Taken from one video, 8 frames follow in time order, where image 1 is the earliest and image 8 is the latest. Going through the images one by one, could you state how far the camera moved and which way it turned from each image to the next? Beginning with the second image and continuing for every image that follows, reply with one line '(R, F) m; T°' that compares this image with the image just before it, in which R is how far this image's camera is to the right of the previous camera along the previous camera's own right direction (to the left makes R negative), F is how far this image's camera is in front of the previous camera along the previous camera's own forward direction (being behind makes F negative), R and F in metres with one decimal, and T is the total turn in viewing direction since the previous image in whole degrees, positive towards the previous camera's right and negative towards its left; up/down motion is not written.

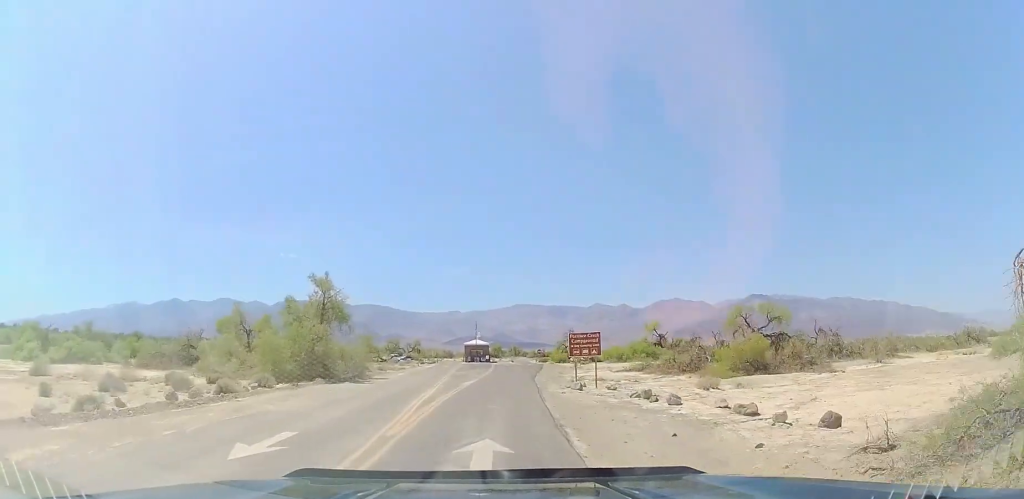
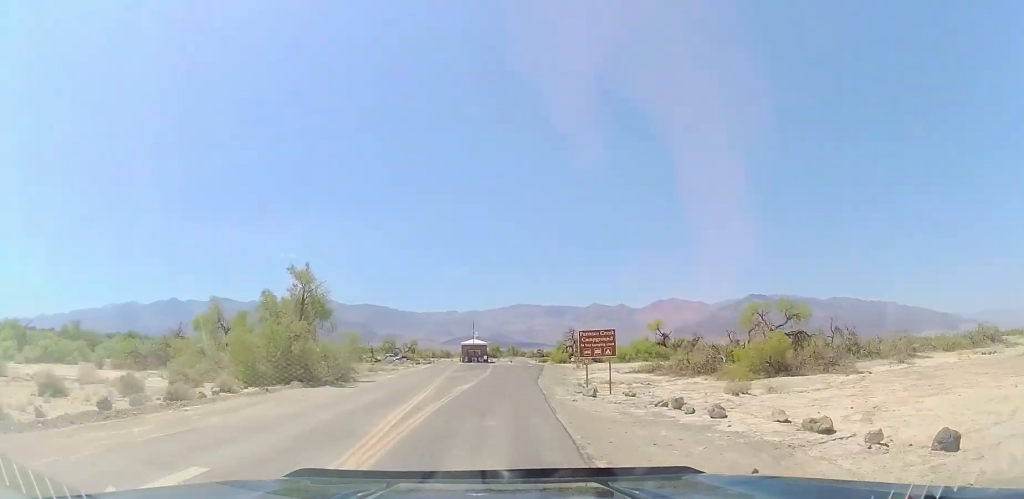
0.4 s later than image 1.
(0.0, +4.1) m; 0°
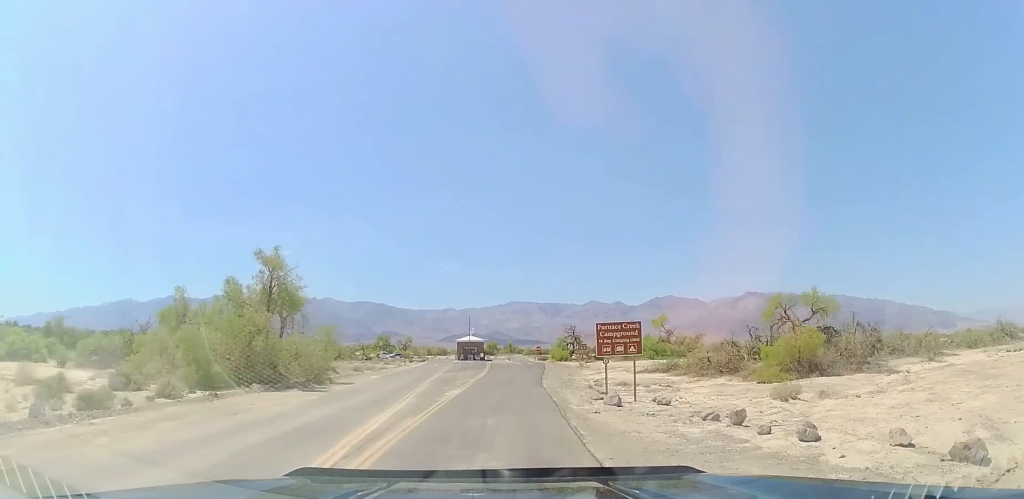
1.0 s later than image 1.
(-0.1, +5.2) m; +1°
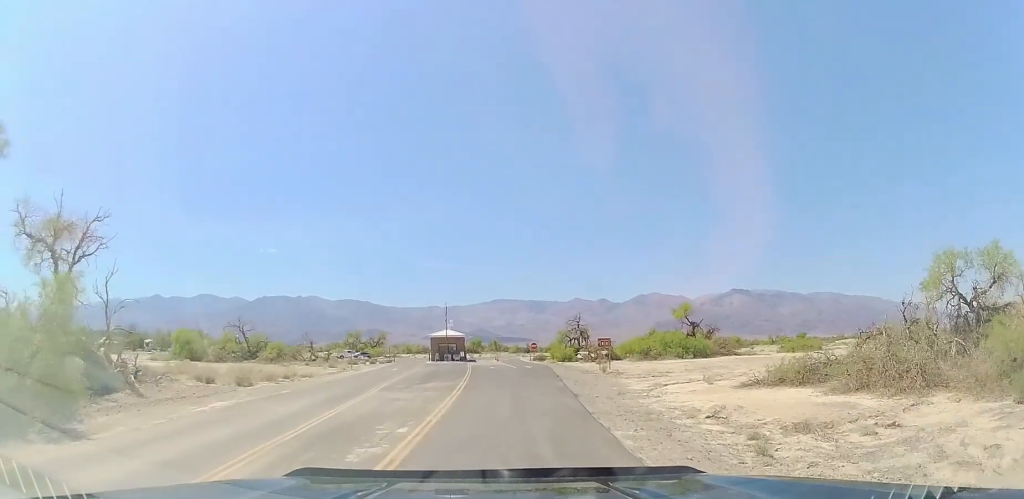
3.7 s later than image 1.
(+0.9, +21.3) m; +5°
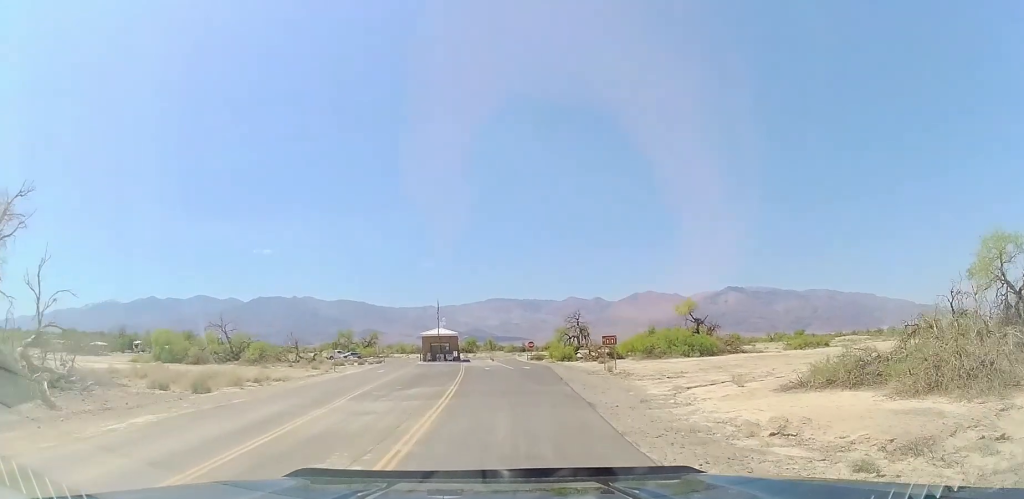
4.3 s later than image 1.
(0.0, +4.0) m; +1°
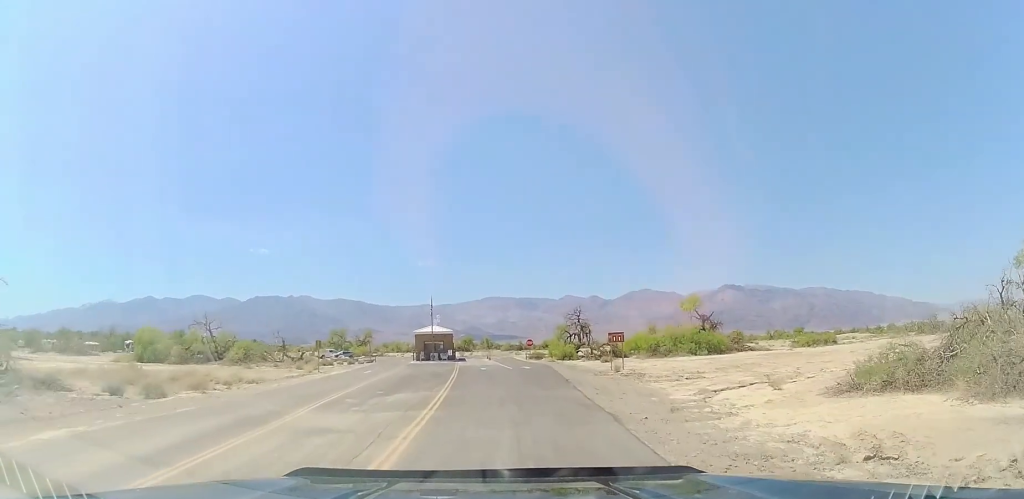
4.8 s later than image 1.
(+0.2, +3.5) m; 0°
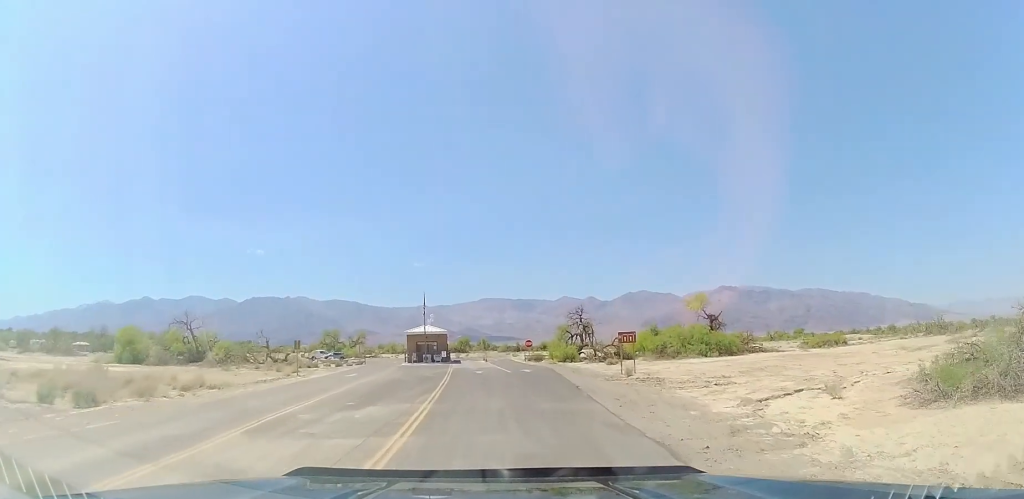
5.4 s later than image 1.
(+0.1, +4.1) m; -1°
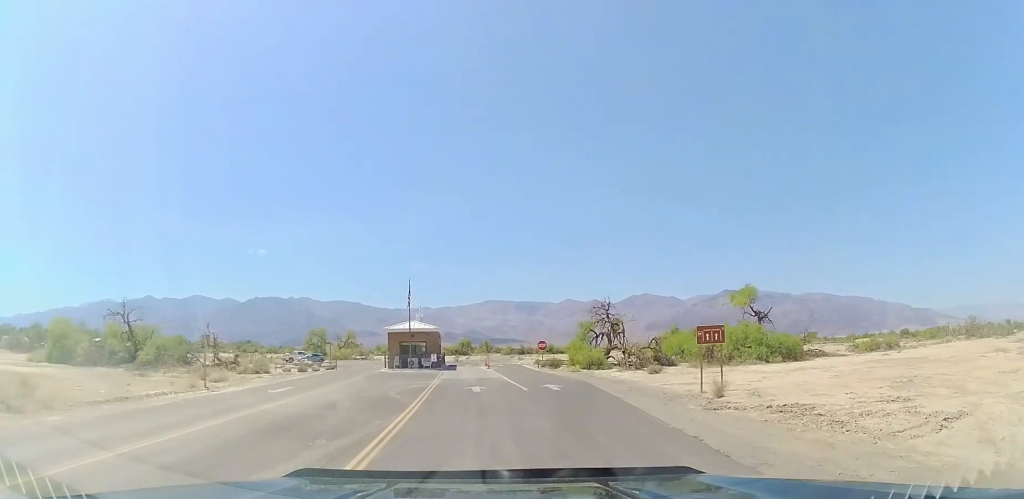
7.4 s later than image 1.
(-0.6, +13.4) m; 0°
